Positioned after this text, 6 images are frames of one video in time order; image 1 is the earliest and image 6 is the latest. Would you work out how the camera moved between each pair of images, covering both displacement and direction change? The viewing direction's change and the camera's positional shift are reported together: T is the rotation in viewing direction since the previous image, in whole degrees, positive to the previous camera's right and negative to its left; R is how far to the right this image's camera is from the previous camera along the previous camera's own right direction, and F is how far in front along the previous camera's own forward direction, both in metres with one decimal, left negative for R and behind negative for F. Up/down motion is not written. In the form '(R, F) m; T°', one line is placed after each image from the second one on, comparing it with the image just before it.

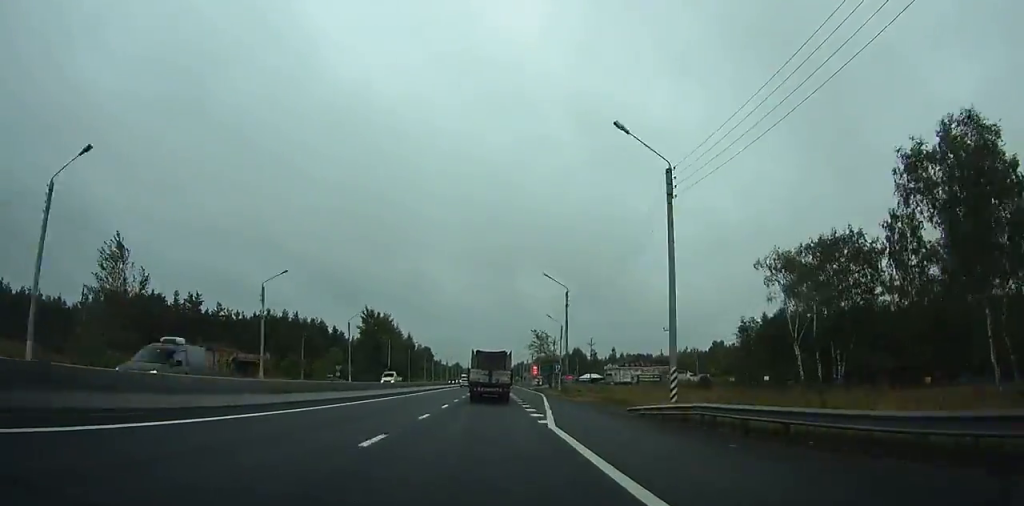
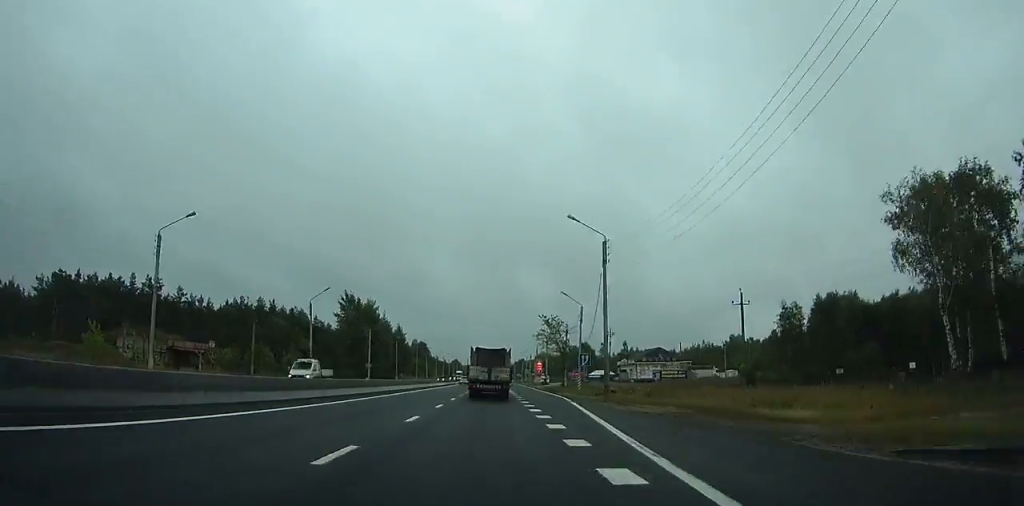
(0.0, +18.6) m; 0°
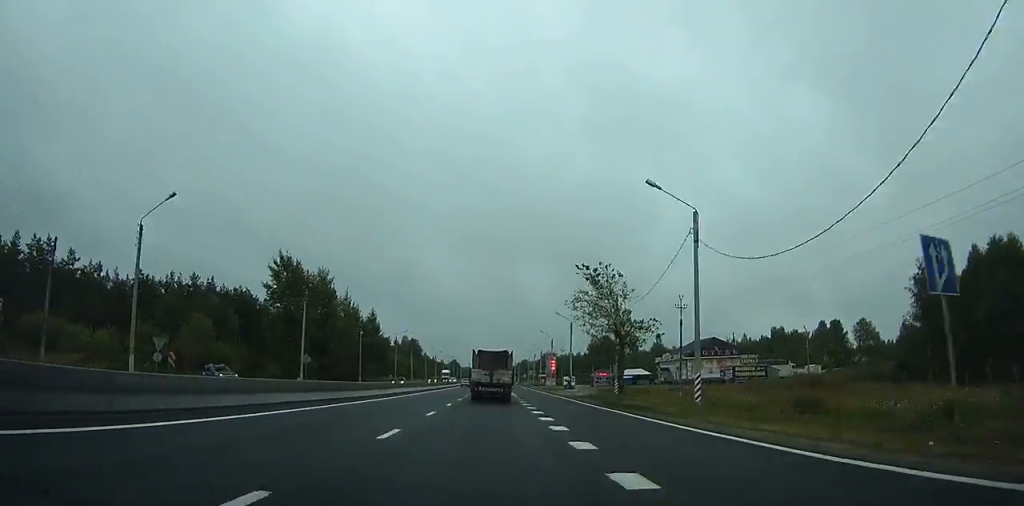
(-0.1, +36.3) m; 0°
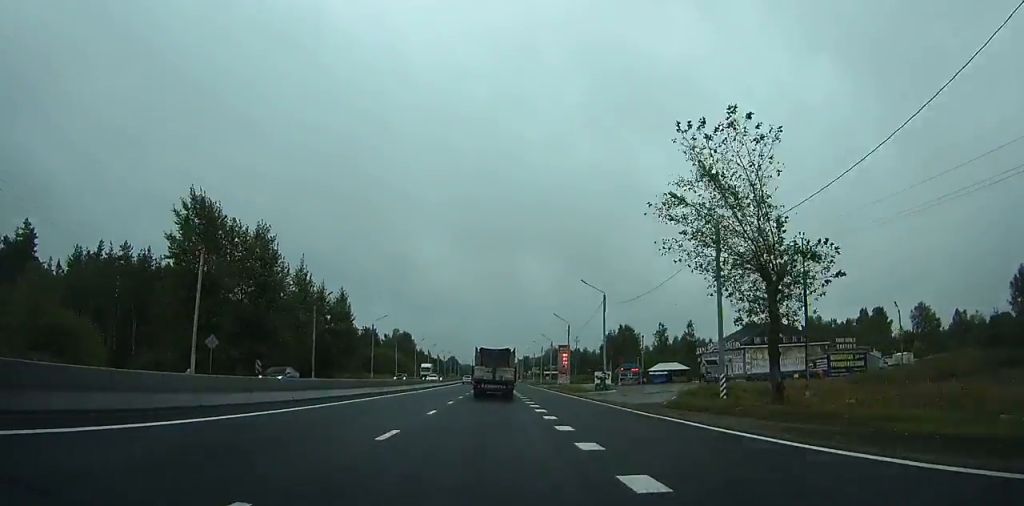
(0.0, +25.5) m; 0°
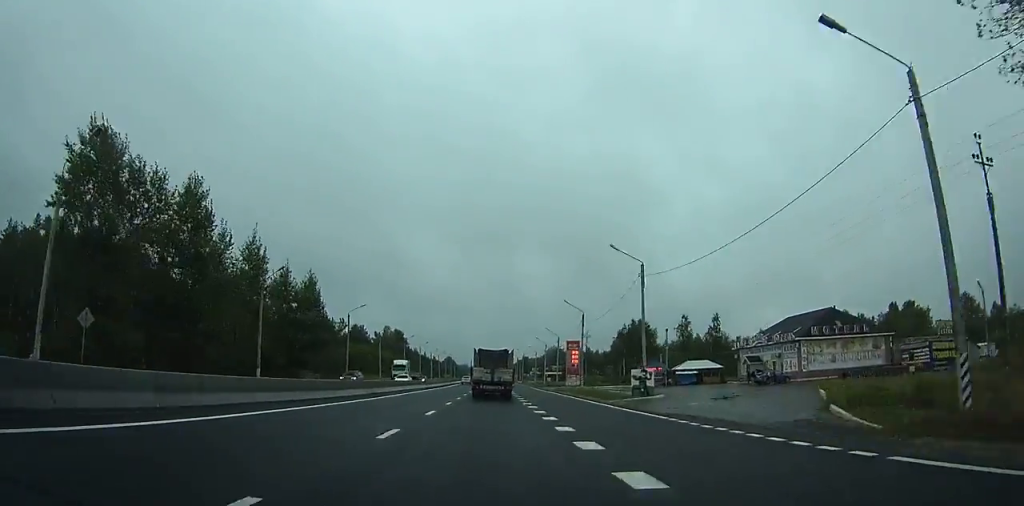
(0.0, +16.9) m; 0°
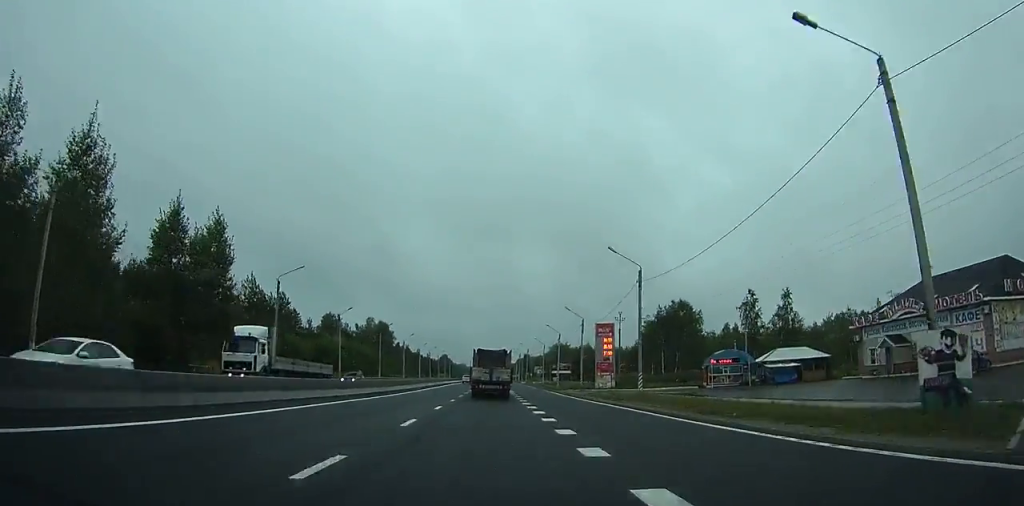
(0.0, +31.8) m; 0°
